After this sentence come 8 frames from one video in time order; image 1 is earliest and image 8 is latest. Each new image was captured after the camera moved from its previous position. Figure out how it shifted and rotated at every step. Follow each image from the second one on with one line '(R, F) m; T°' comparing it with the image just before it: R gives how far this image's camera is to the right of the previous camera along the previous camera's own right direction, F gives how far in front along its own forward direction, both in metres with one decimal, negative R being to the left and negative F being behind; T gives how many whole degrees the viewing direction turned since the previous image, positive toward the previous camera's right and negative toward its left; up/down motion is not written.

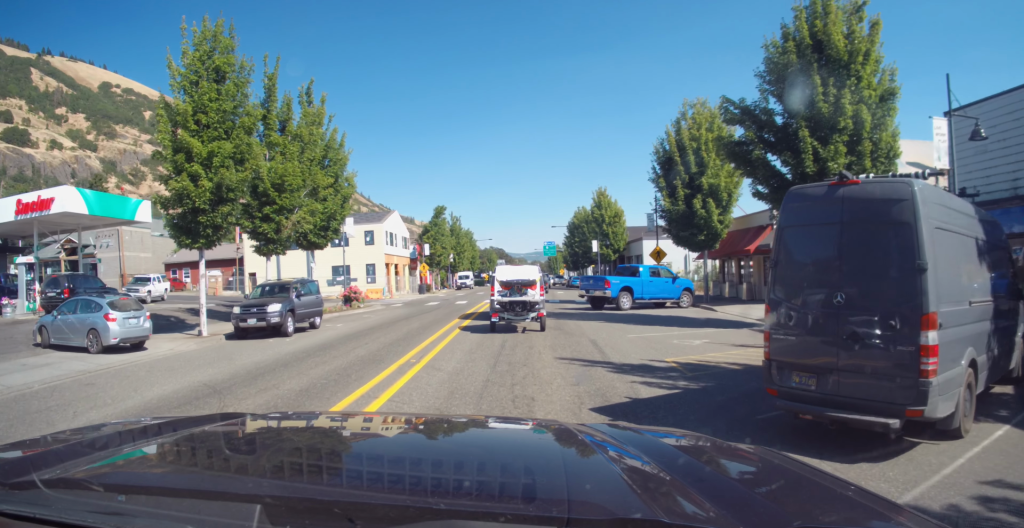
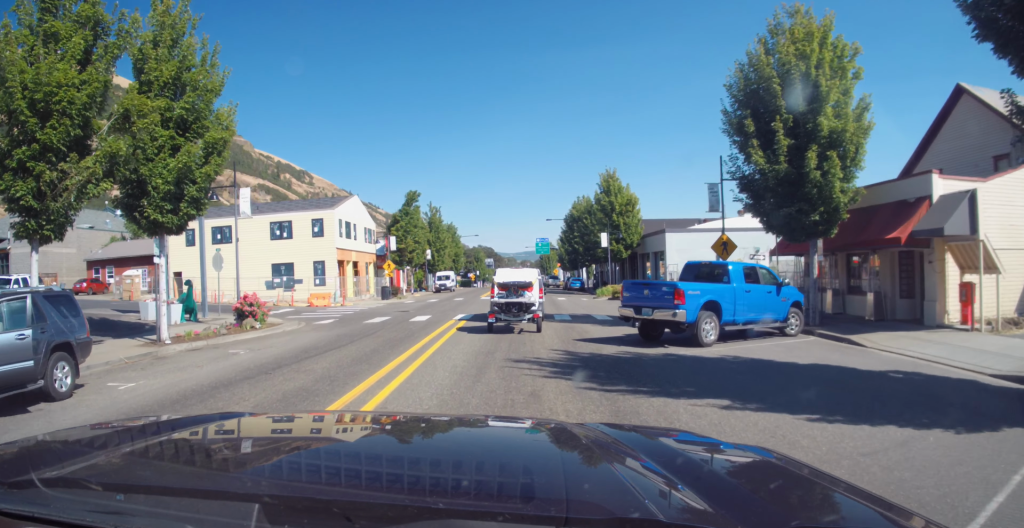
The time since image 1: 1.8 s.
(0.0, +13.1) m; 0°
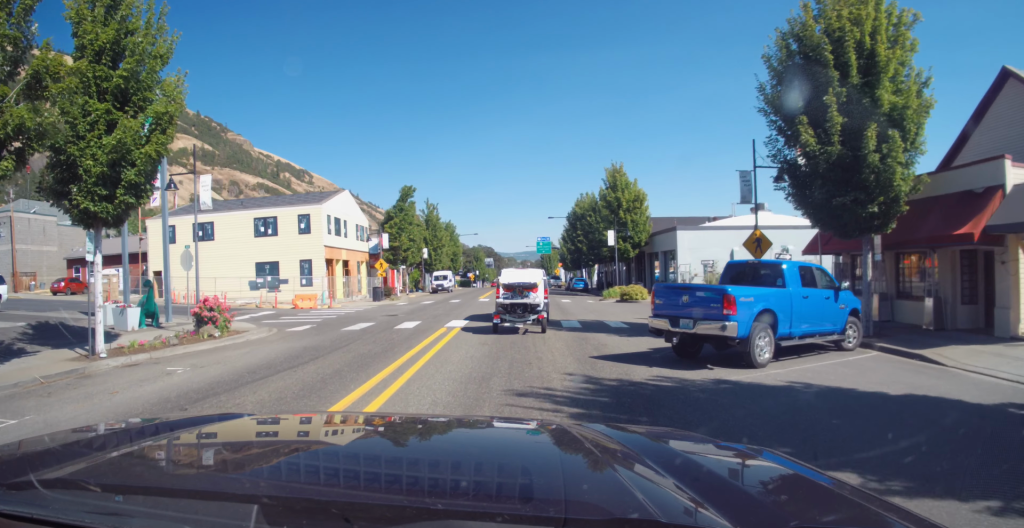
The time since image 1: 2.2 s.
(-0.1, +3.2) m; 0°
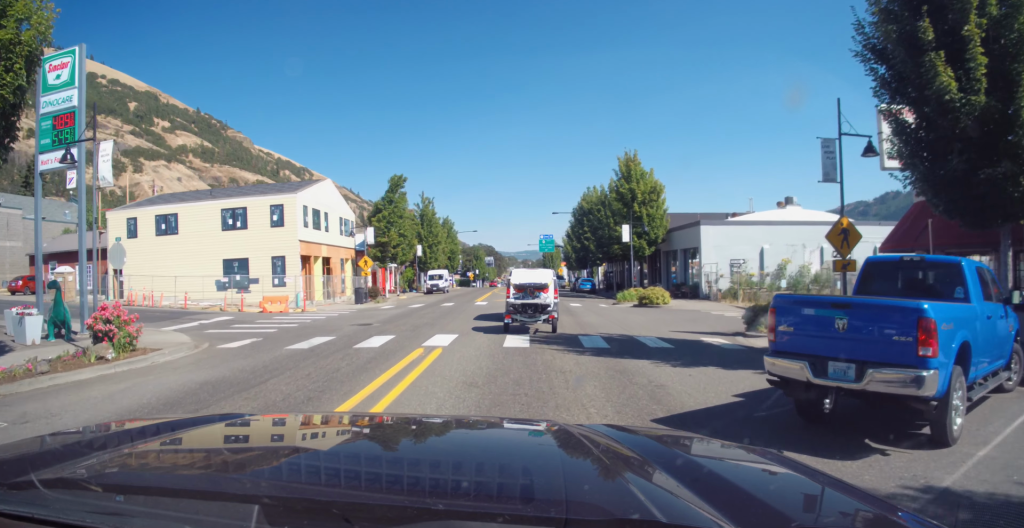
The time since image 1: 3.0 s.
(0.0, +5.3) m; 0°
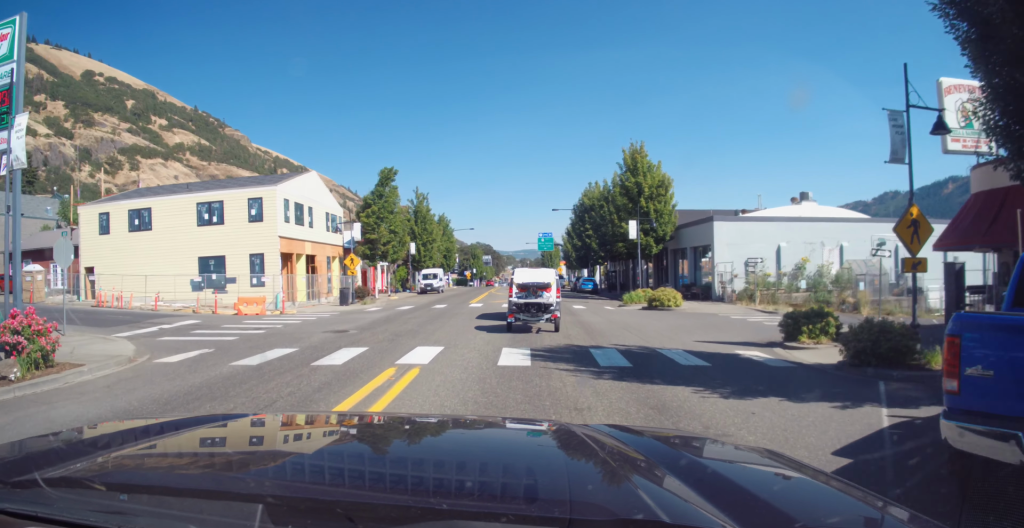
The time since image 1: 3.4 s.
(+0.1, +3.1) m; 0°
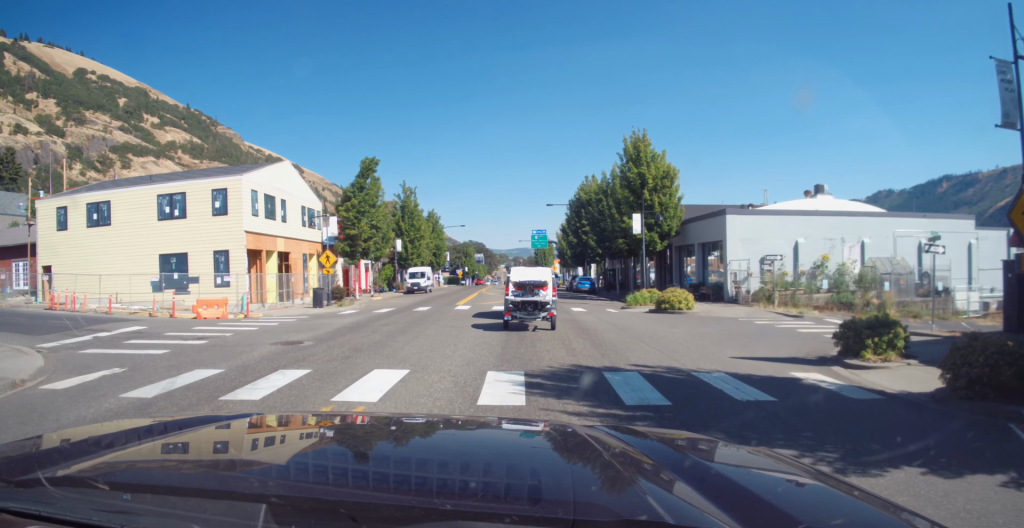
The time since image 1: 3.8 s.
(0.0, +3.6) m; +1°
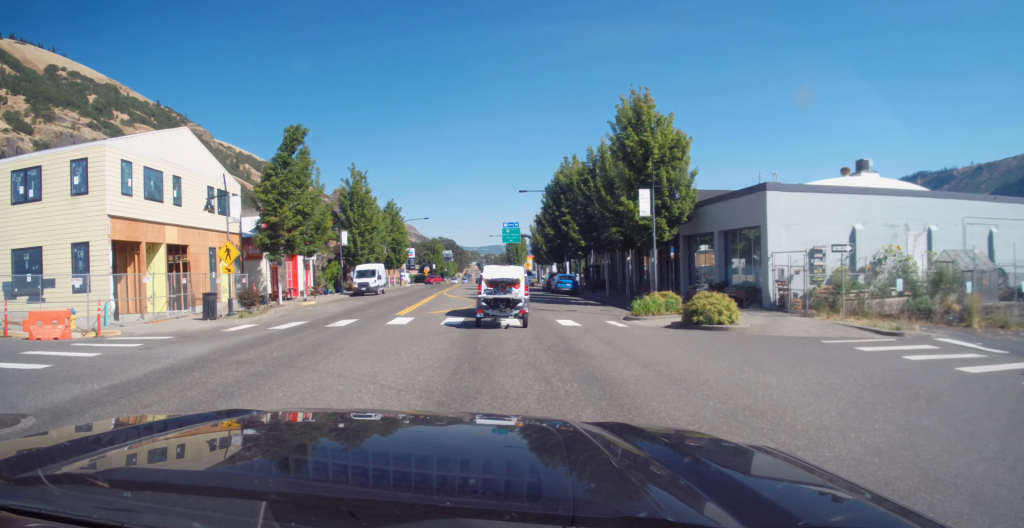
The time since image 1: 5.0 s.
(+0.2, +9.5) m; +3°
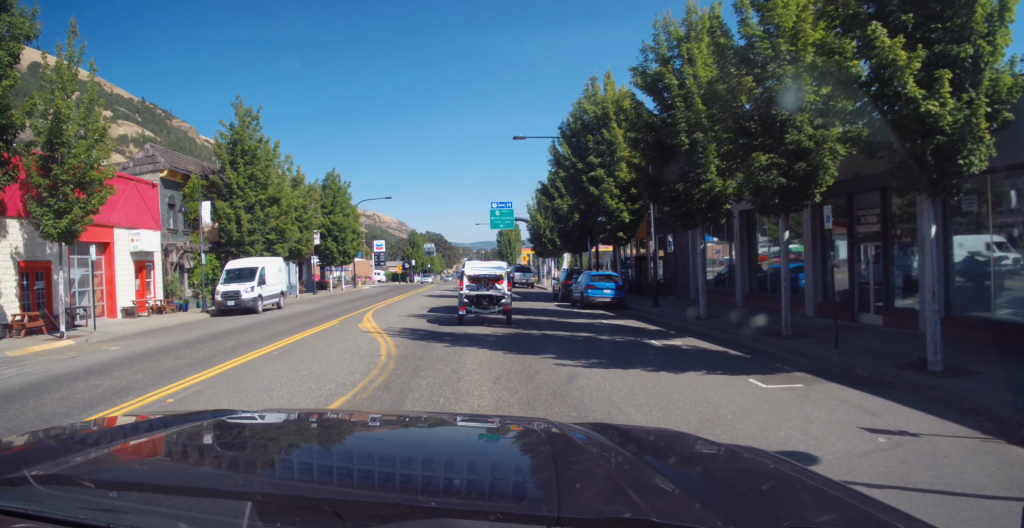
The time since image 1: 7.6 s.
(+1.3, +22.3) m; +1°
